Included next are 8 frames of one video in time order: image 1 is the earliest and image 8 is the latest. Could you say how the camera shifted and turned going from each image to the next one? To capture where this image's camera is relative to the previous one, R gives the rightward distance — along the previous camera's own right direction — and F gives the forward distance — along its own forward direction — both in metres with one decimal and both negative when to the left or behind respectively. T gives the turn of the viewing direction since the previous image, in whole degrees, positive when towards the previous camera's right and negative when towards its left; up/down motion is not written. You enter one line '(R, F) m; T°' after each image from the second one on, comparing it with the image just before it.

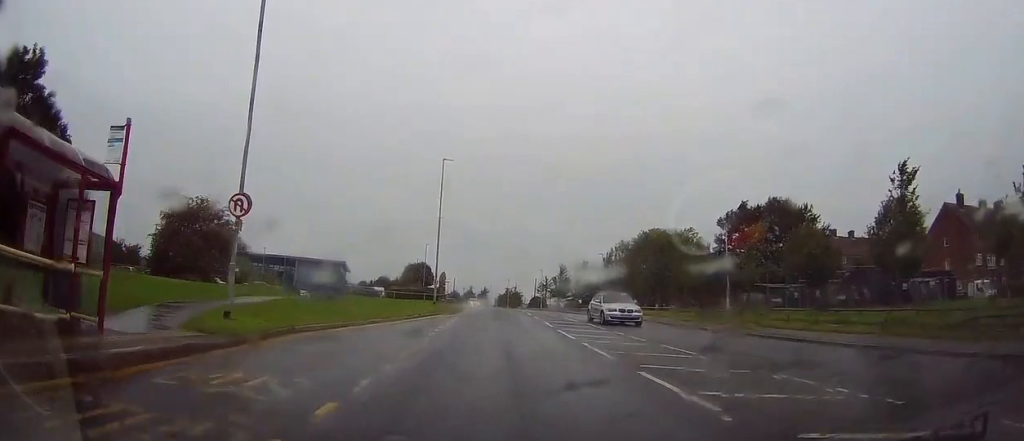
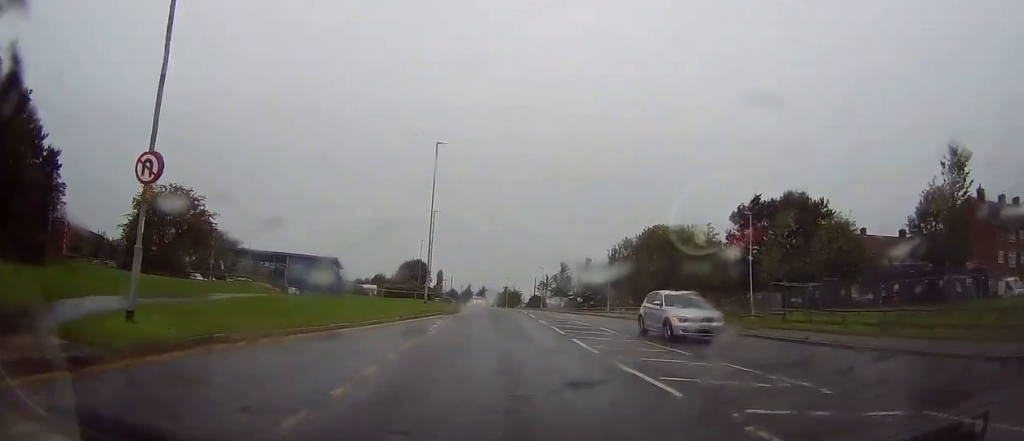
(+0.1, +4.7) m; +1°
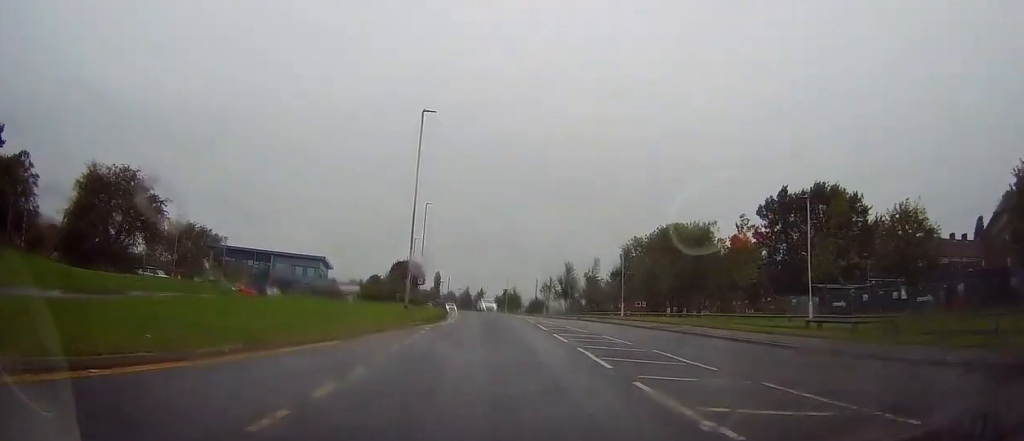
(+0.1, +8.3) m; +1°
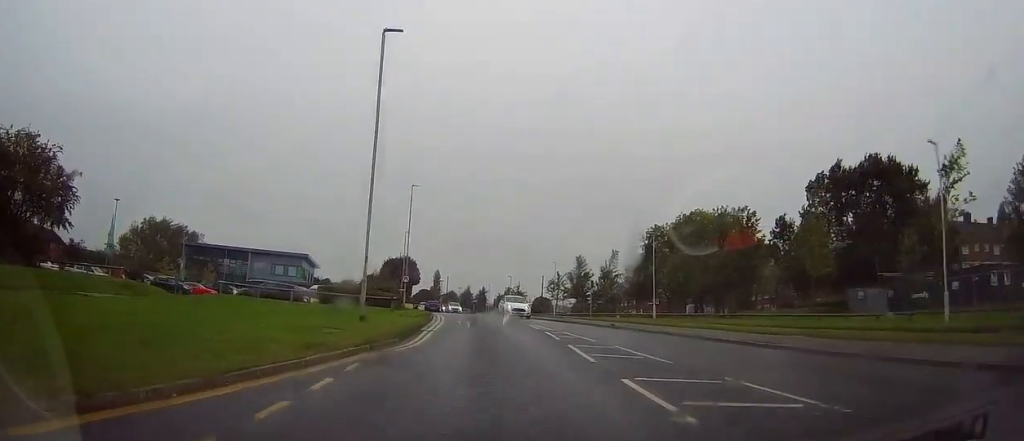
(0.0, +11.4) m; 0°
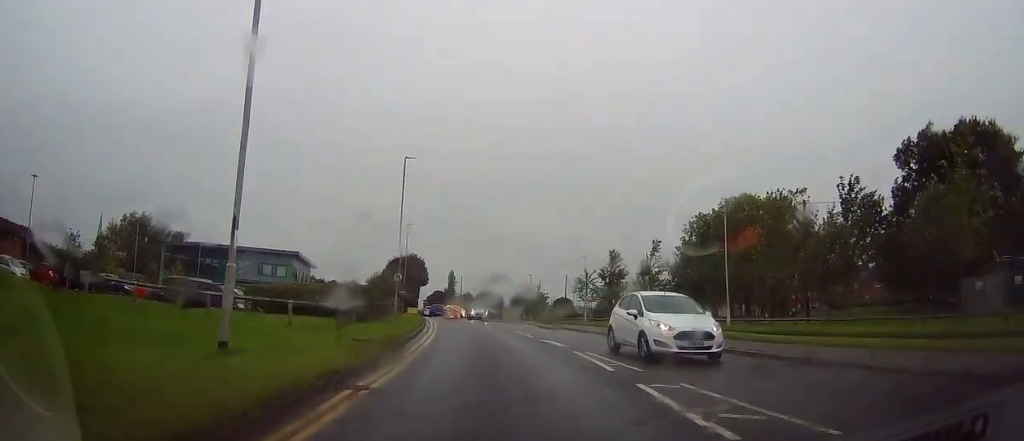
(-0.1, +12.9) m; -1°
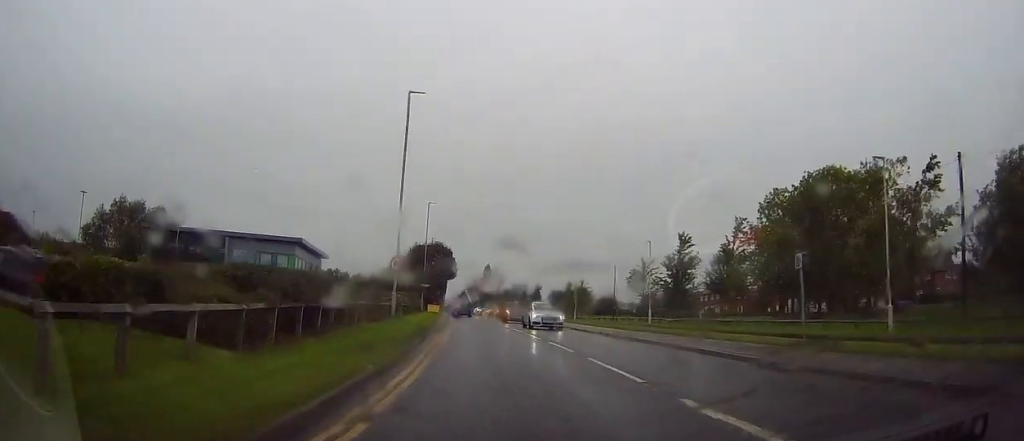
(-0.3, +13.5) m; -3°
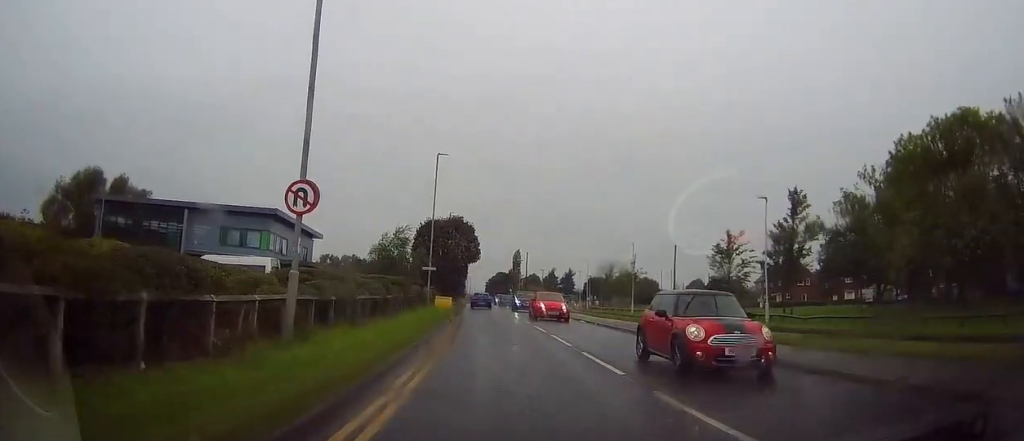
(-0.5, +18.0) m; -3°
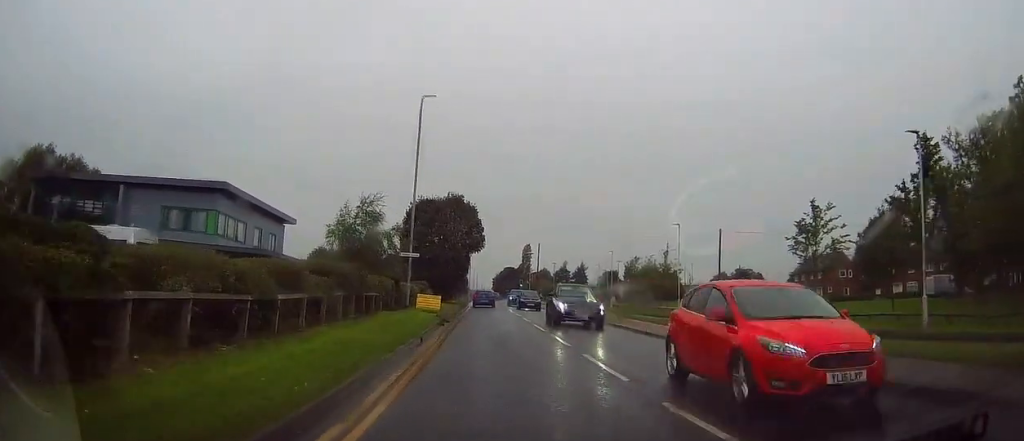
(-0.1, +13.3) m; 0°
